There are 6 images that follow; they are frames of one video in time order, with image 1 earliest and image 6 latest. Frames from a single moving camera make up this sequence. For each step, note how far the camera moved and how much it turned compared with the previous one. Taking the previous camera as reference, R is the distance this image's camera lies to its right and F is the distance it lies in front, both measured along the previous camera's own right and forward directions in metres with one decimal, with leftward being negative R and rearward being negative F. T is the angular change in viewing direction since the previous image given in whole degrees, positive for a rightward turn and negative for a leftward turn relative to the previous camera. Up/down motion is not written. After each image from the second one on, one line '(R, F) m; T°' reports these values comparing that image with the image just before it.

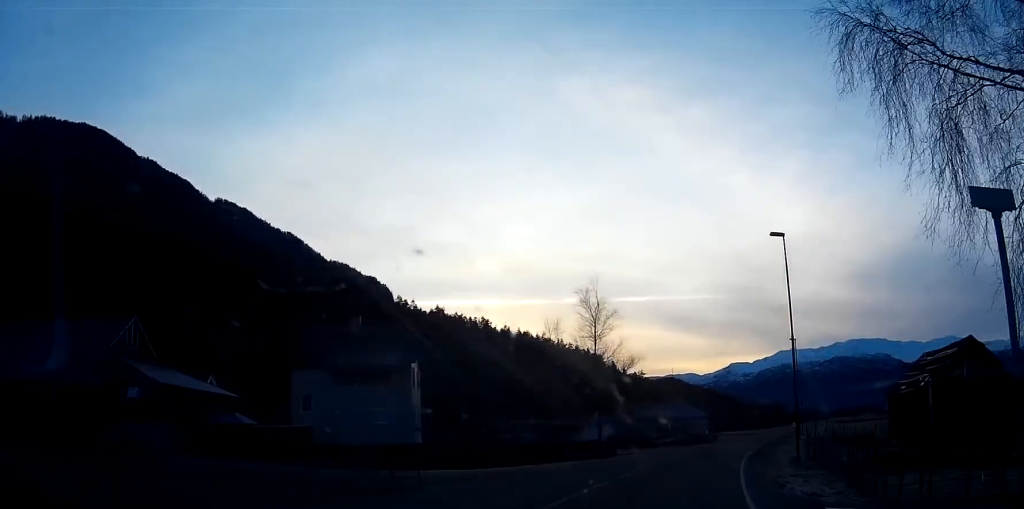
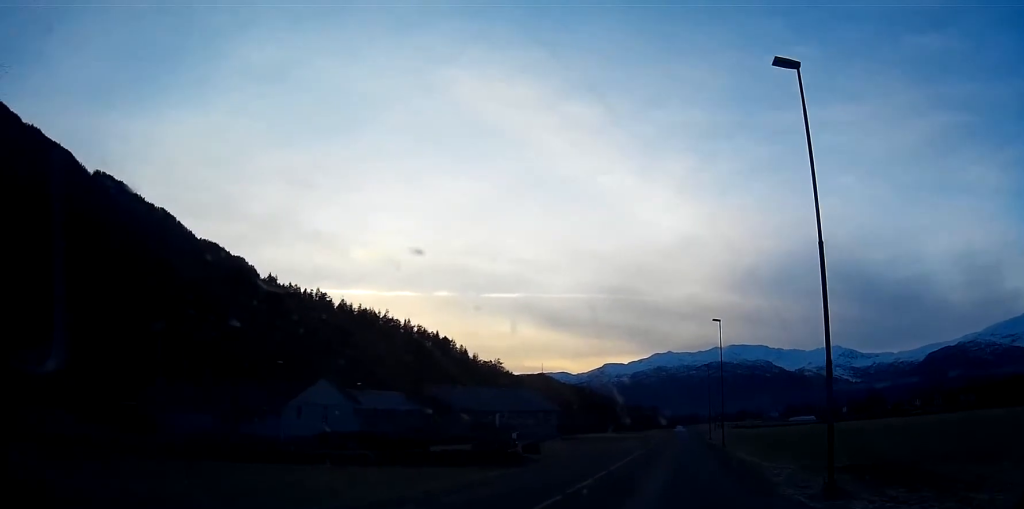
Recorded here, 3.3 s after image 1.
(+5.1, +58.6) m; +8°
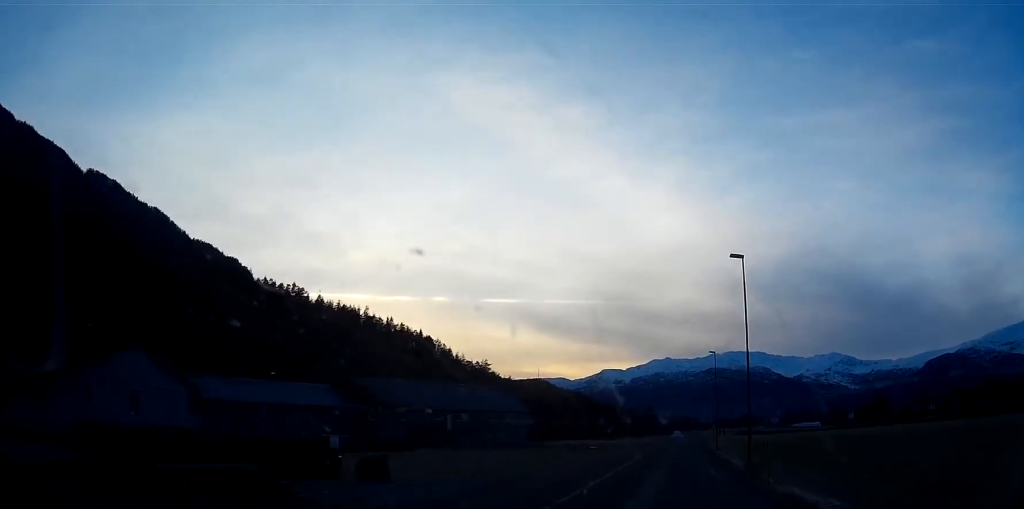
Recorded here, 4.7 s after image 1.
(-0.1, +24.6) m; 0°
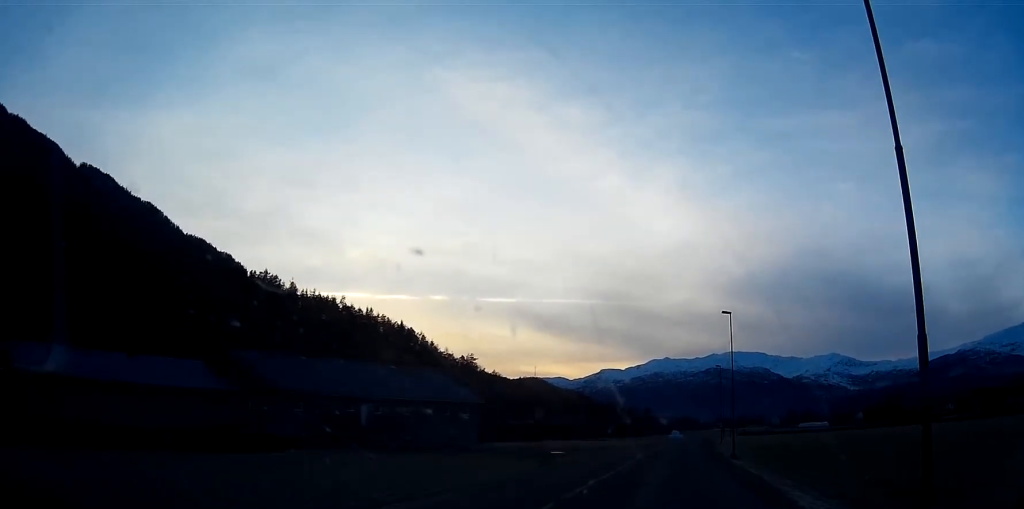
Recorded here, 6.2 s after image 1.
(+0.5, +26.7) m; +1°
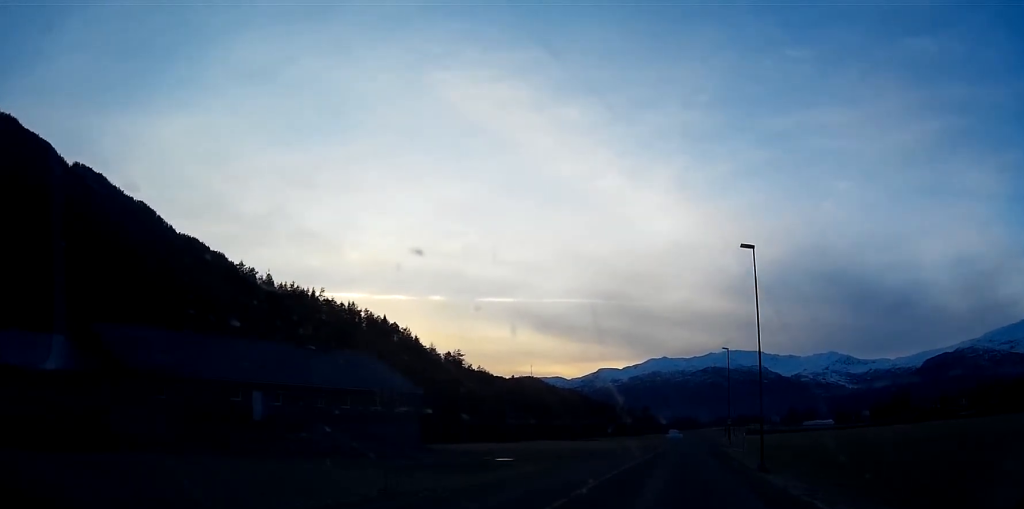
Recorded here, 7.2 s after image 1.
(+0.1, +19.1) m; 0°
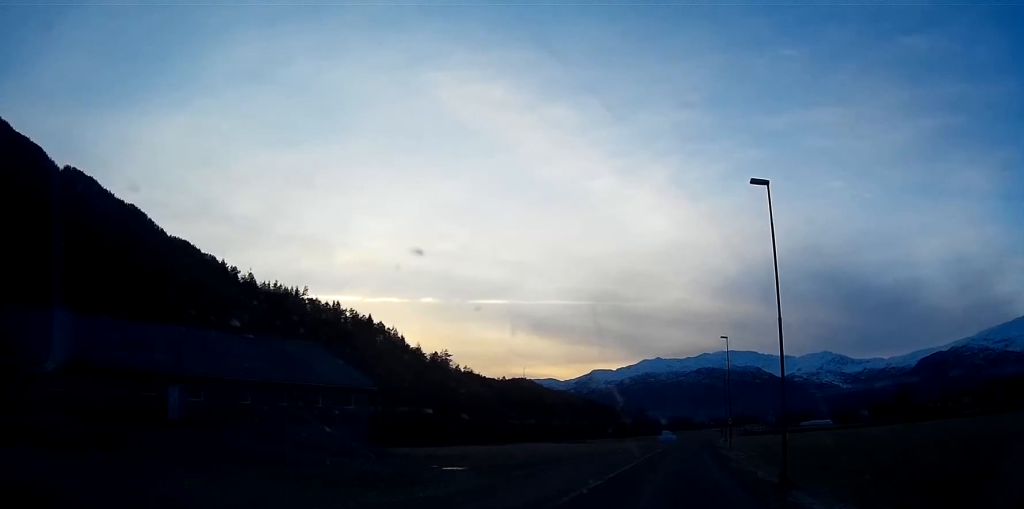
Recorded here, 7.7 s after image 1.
(0.0, +9.4) m; 0°
